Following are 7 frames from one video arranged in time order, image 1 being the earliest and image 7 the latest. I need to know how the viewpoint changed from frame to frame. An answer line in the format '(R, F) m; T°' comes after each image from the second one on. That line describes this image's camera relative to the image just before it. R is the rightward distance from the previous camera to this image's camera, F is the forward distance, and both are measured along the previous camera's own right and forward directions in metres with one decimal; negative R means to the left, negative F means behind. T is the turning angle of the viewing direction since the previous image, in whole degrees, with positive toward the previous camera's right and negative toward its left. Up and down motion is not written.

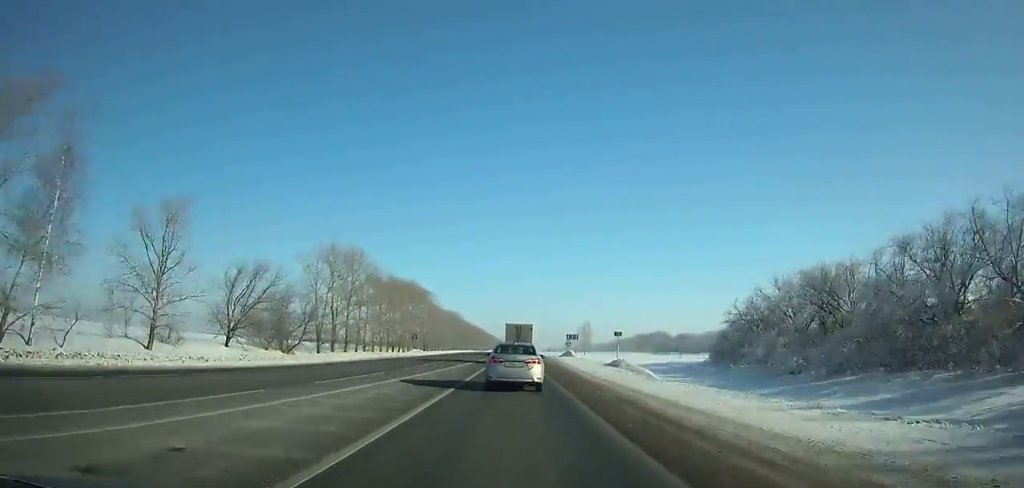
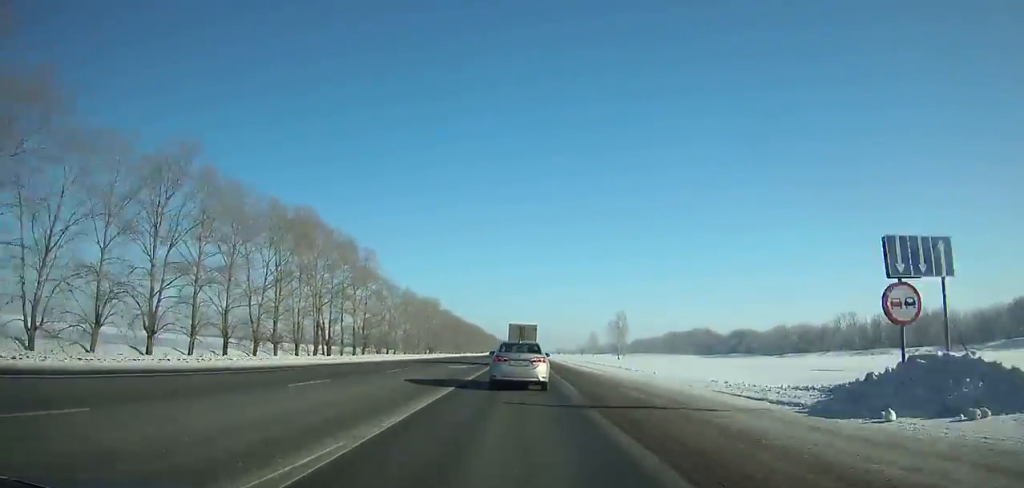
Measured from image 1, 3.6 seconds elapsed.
(-0.3, +77.8) m; 0°
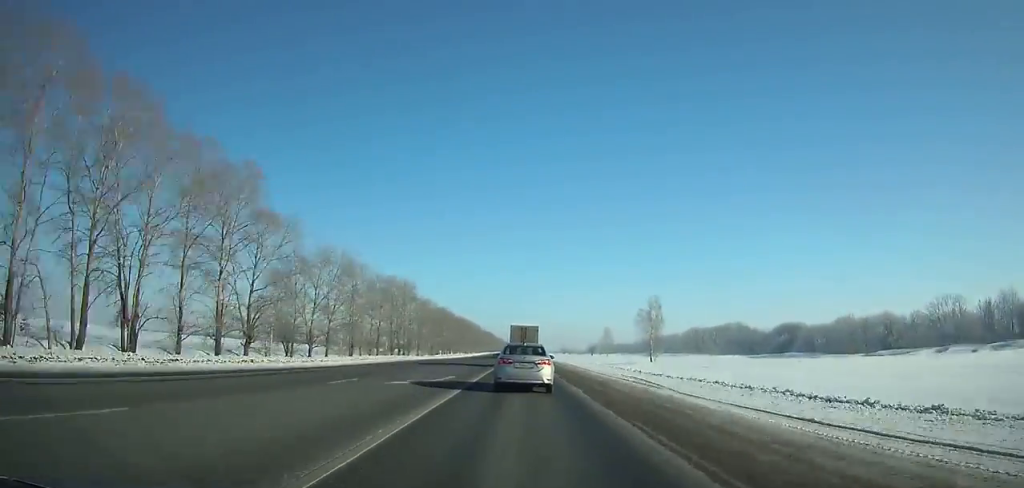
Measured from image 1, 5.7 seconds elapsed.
(-0.1, +45.1) m; 0°
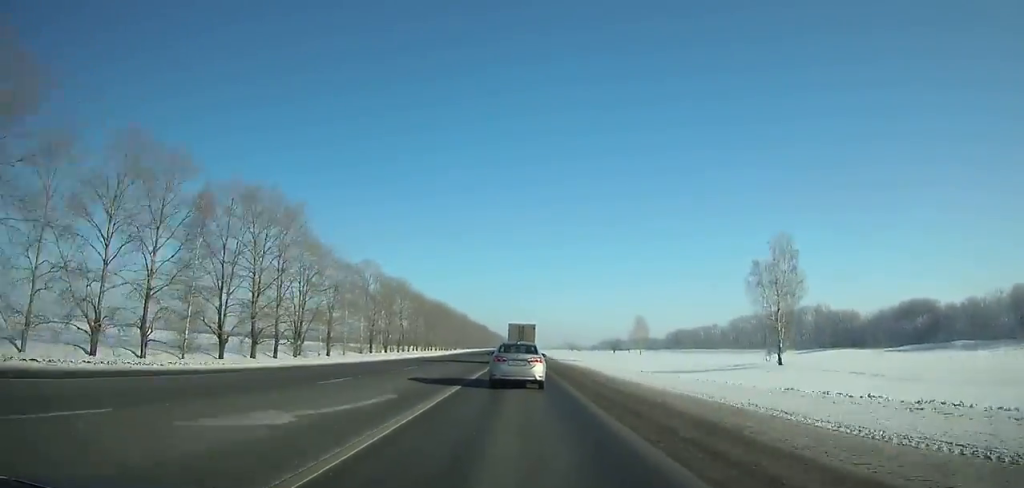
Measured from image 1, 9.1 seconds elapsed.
(0.0, +73.2) m; 0°
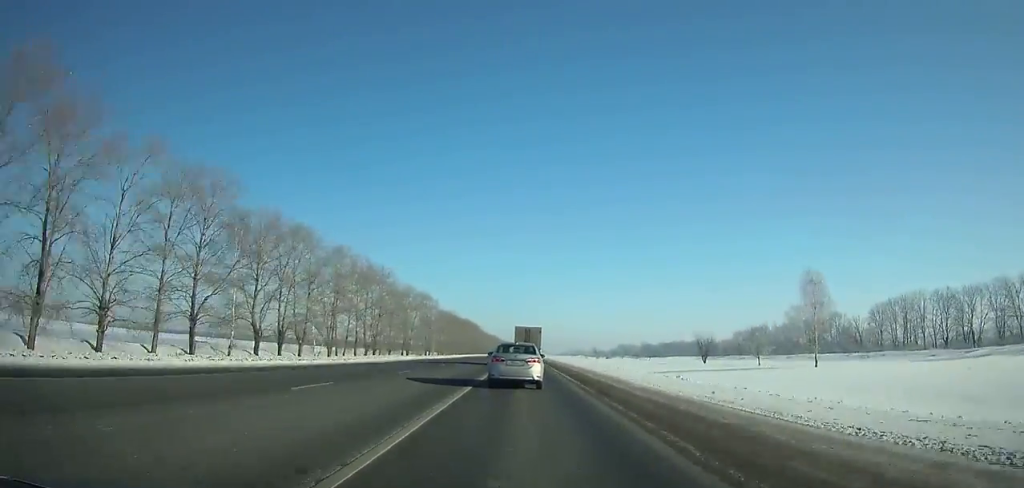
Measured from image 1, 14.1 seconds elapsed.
(-0.1, +107.7) m; 0°
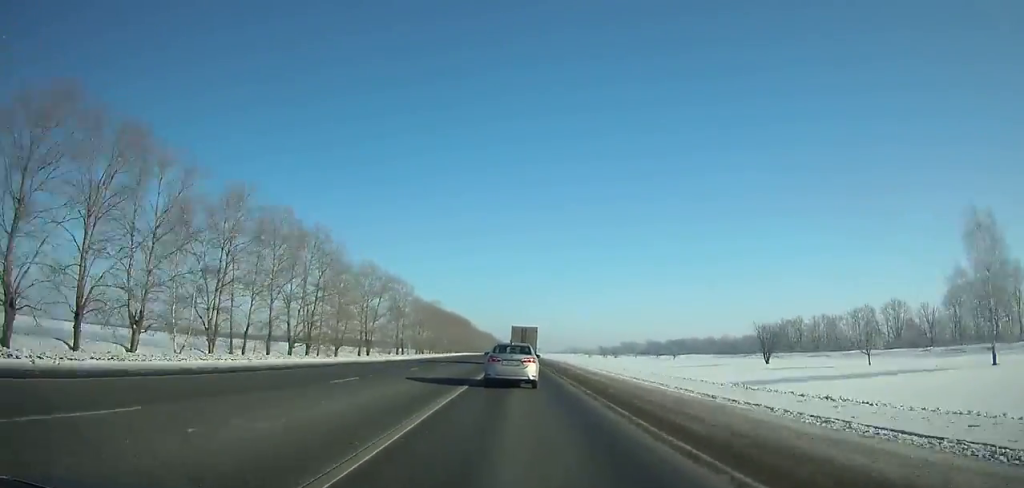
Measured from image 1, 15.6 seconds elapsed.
(0.0, +32.3) m; 0°
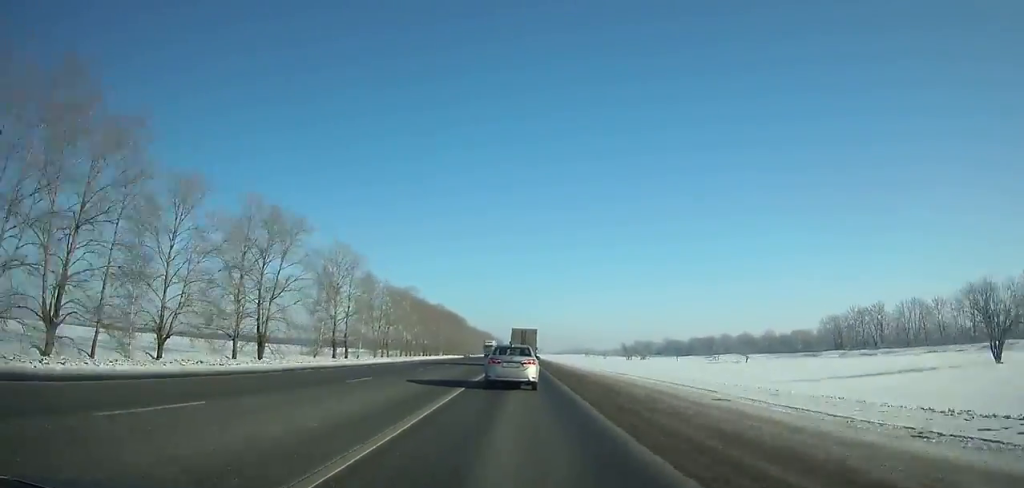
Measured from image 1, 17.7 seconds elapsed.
(+0.2, +44.9) m; 0°
